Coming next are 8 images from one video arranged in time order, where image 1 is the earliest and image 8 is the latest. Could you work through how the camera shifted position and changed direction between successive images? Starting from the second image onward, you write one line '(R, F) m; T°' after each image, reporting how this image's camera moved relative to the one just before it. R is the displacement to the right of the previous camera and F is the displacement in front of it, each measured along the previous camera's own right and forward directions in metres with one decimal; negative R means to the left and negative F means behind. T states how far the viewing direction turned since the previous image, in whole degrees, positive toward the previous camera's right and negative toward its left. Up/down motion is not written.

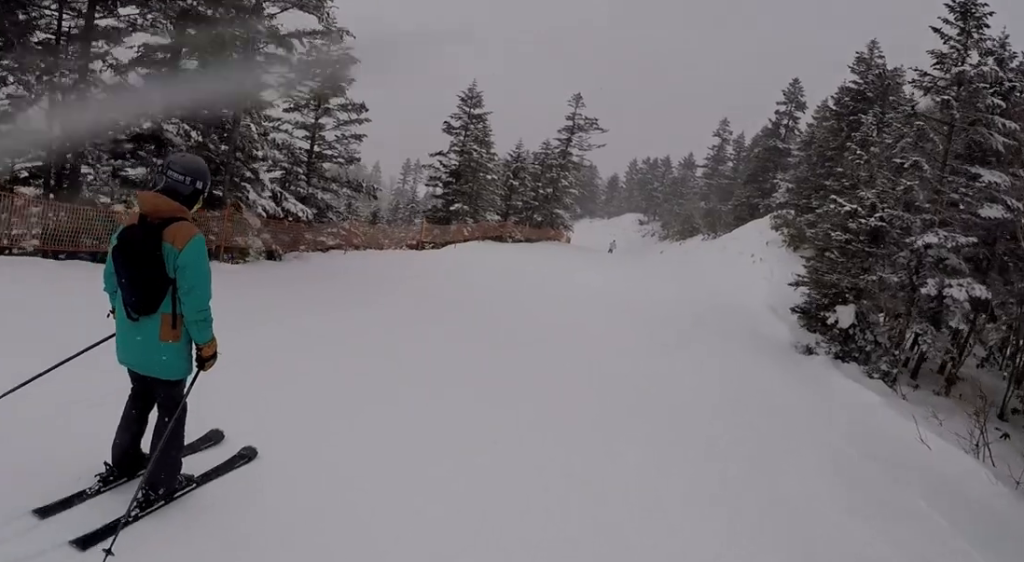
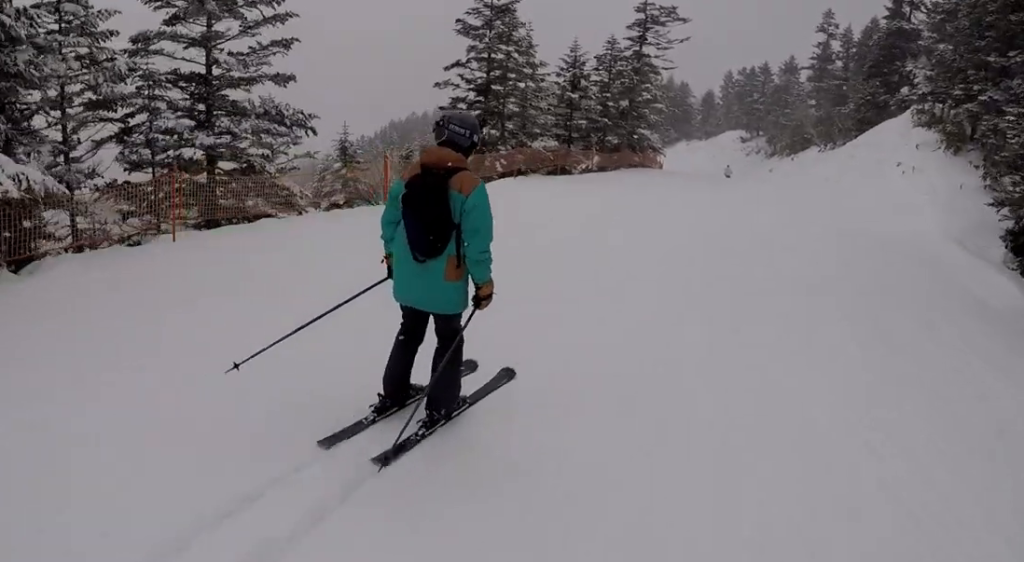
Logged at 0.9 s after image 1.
(+0.5, +8.0) m; +6°
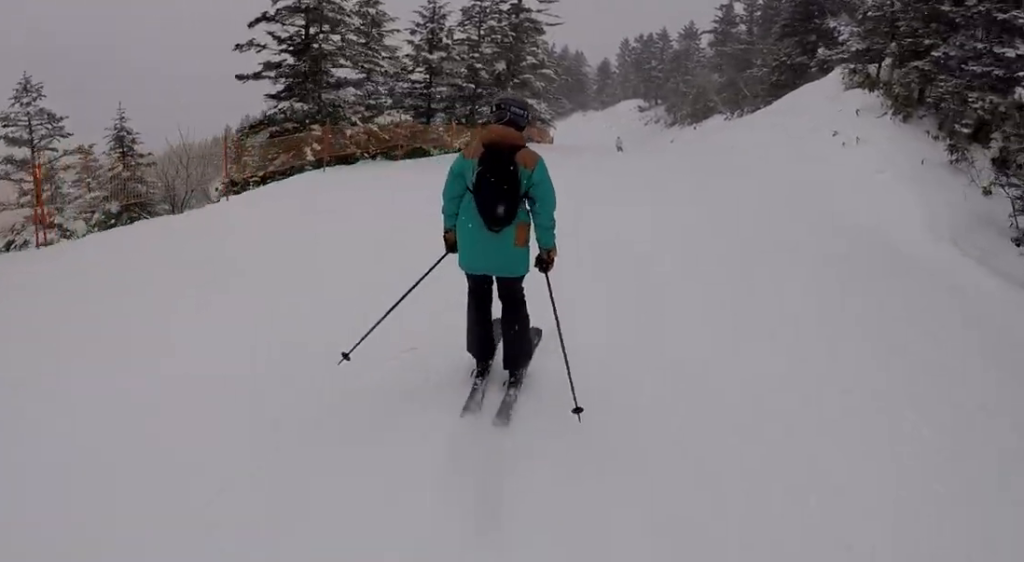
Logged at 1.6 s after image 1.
(+0.2, +5.5) m; 0°
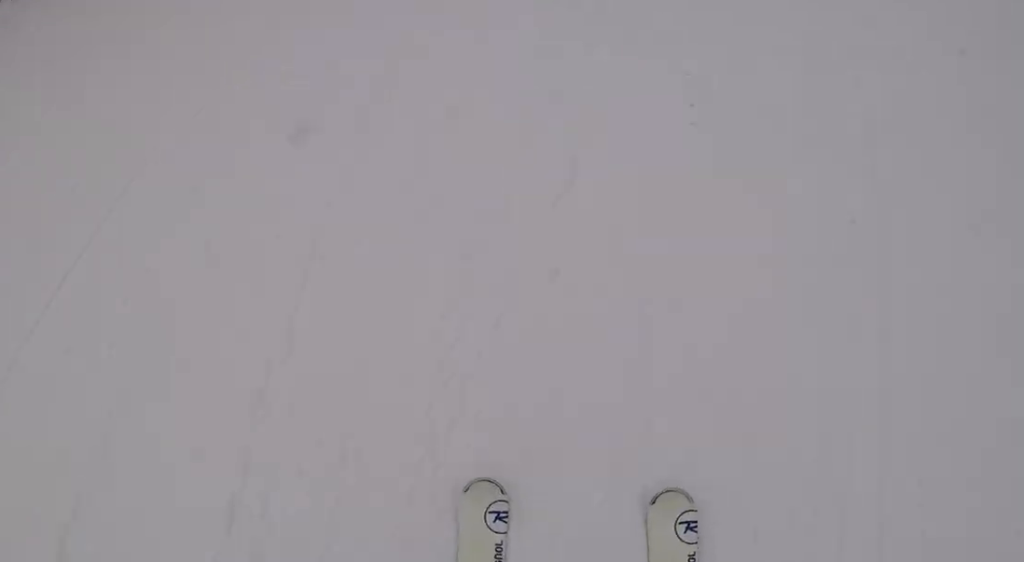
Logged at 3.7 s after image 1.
(-3.2, +16.2) m; -15°
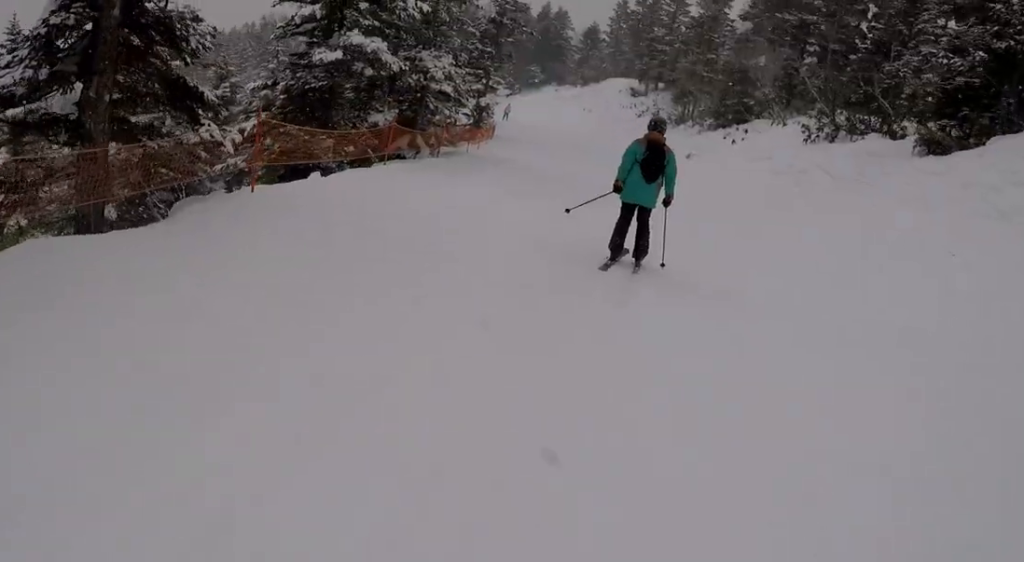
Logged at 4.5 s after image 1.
(+0.1, +5.8) m; +8°
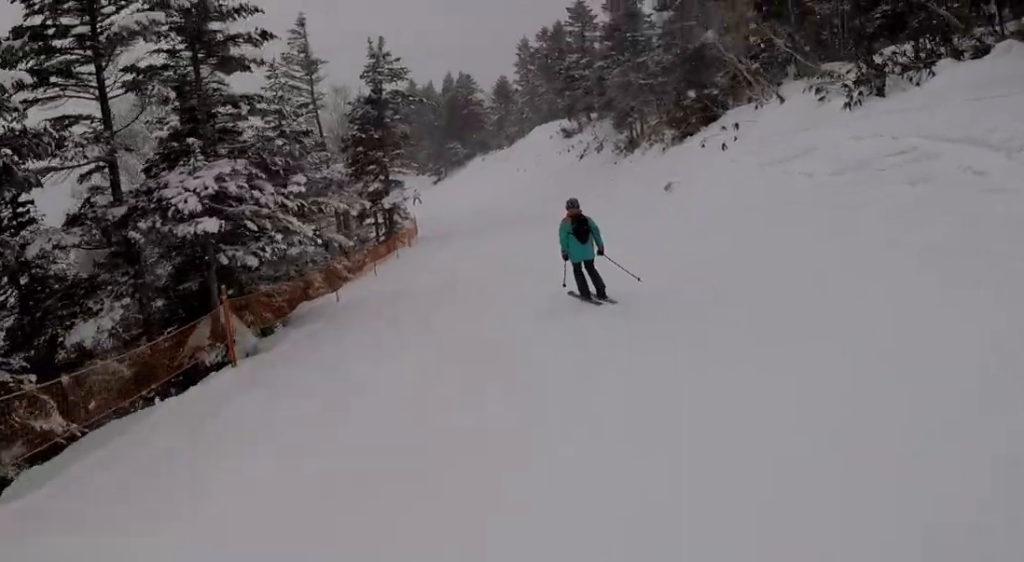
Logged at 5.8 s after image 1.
(+0.8, +9.8) m; -1°
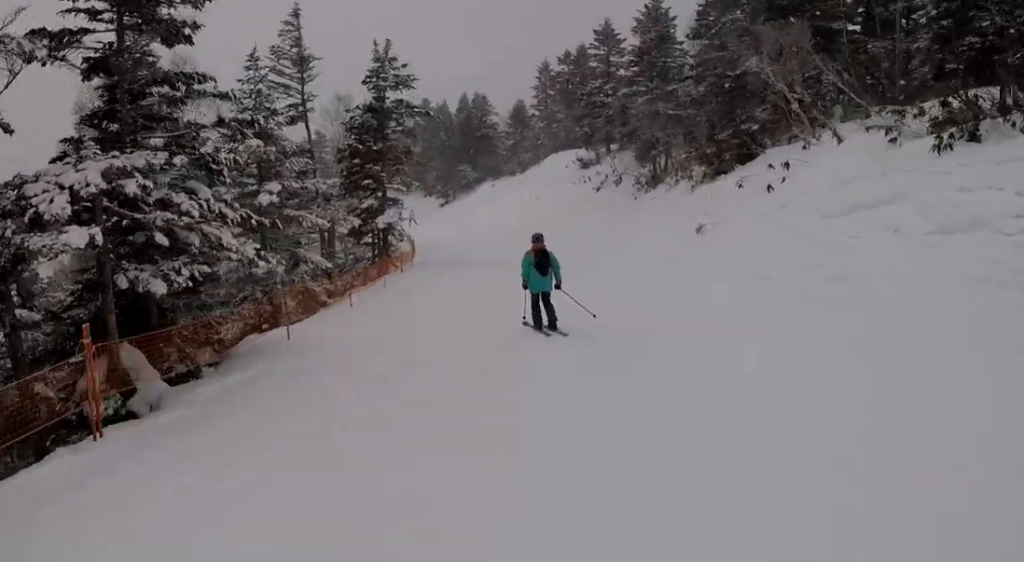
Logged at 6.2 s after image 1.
(-0.2, +2.9) m; -3°
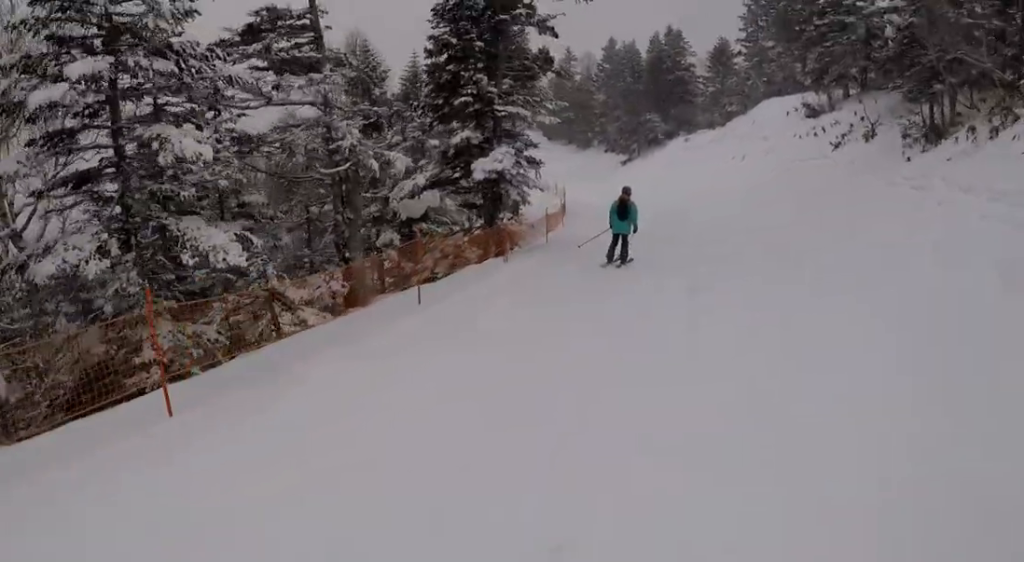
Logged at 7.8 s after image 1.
(+0.4, +11.6) m; +5°
